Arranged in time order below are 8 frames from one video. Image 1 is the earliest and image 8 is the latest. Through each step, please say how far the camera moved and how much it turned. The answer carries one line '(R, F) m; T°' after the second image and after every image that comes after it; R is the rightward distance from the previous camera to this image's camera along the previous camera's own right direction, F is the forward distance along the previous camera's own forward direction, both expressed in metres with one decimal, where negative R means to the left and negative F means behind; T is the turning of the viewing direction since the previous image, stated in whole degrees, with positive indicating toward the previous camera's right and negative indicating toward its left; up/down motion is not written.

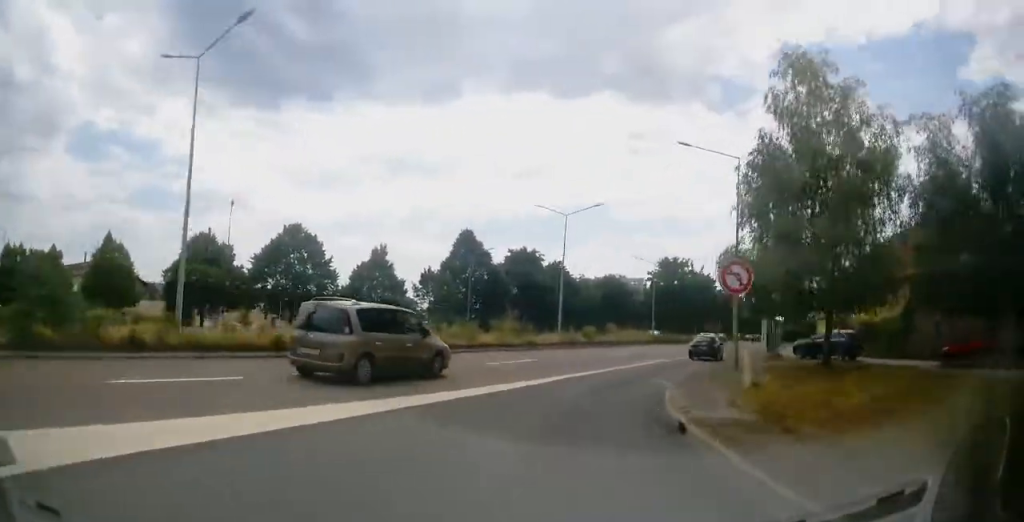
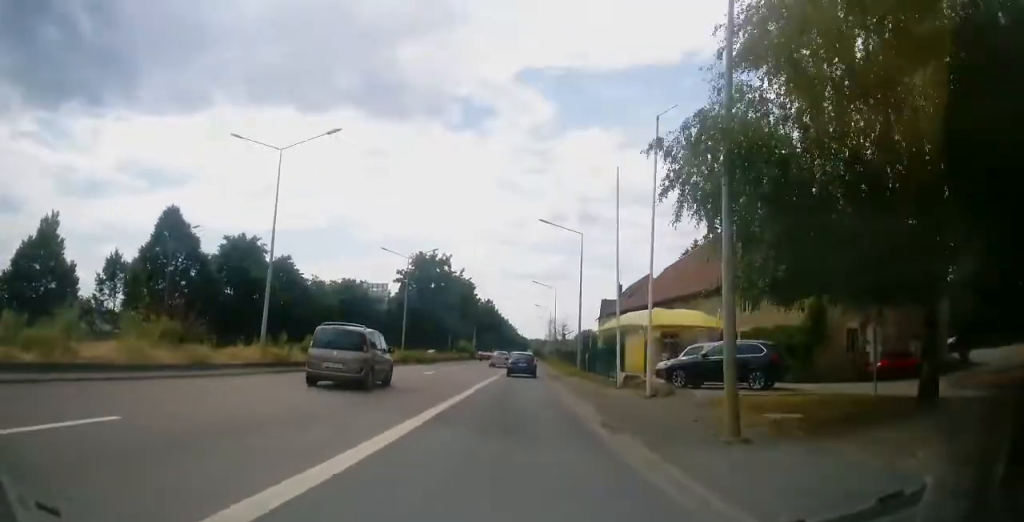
(+3.2, +15.4) m; +19°
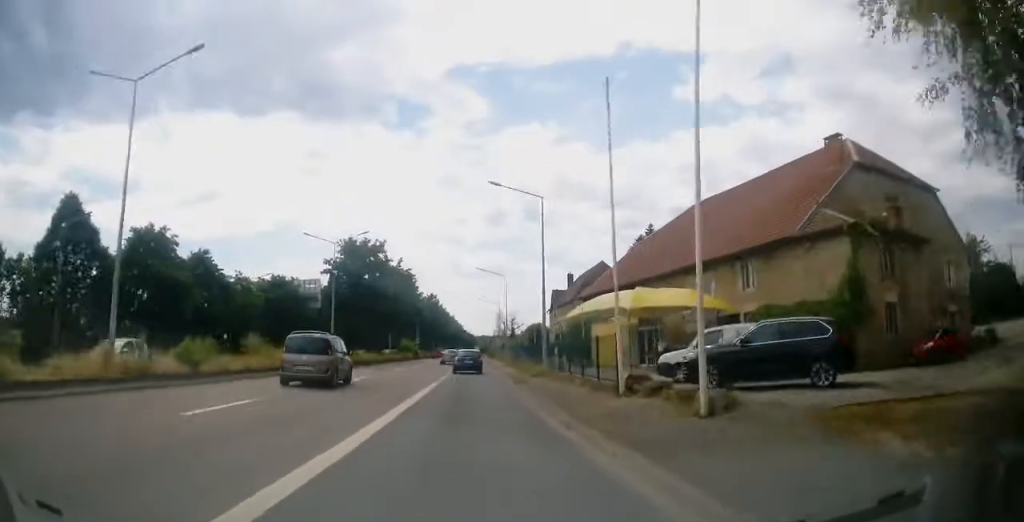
(+0.8, +7.2) m; +5°
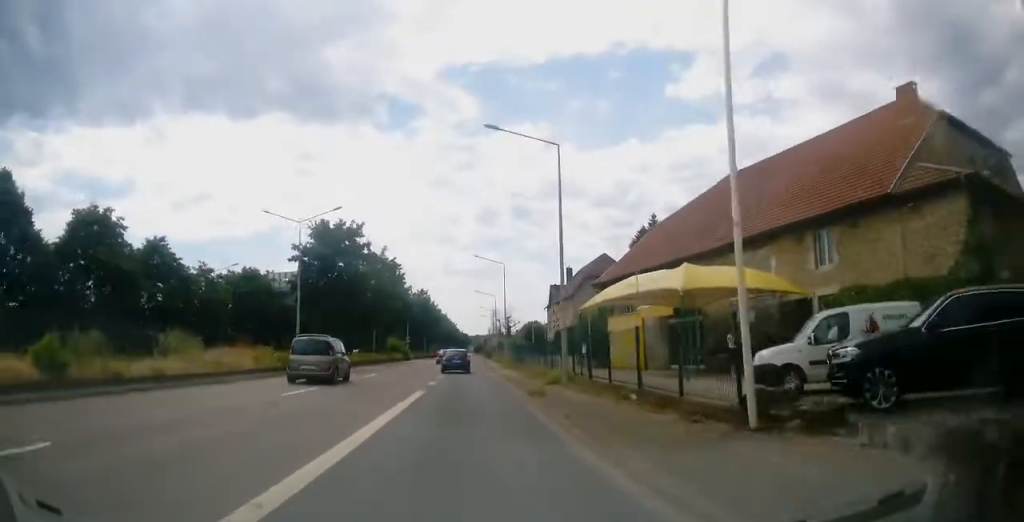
(0.0, +7.1) m; +1°
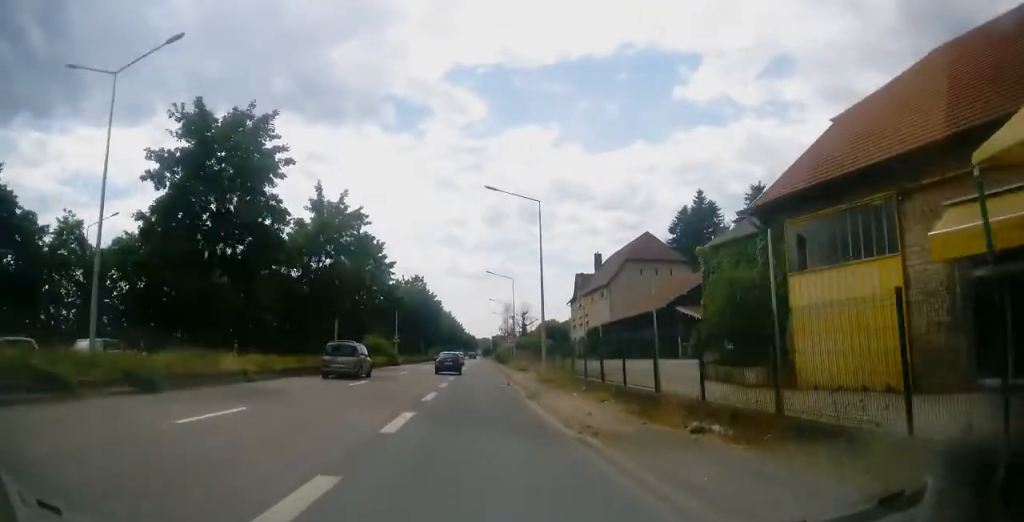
(+0.2, +21.3) m; +1°
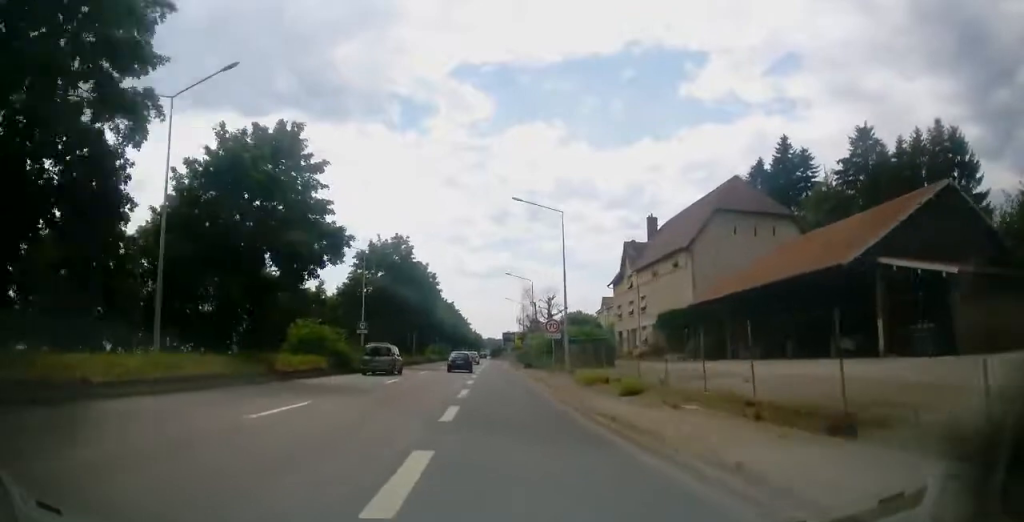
(+0.2, +26.1) m; 0°
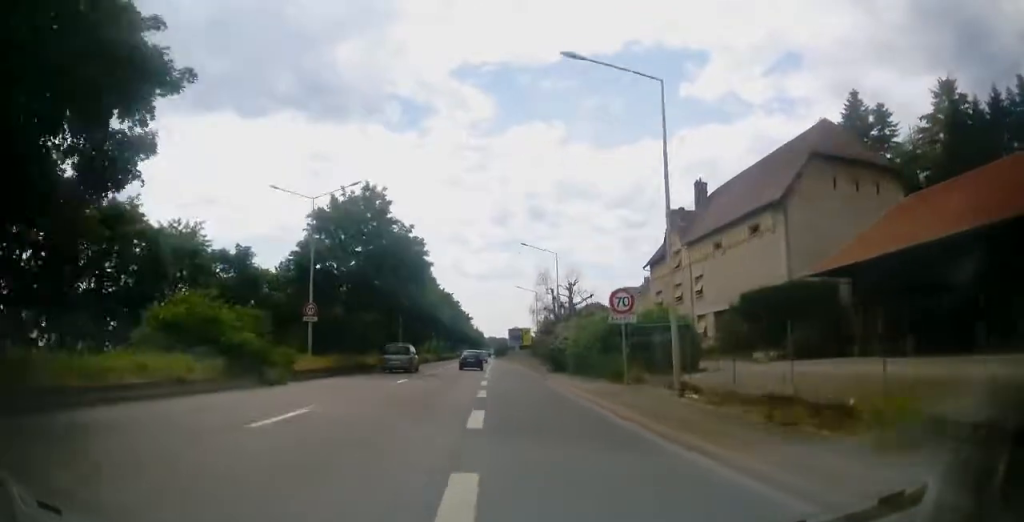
(-0.2, +14.9) m; -1°
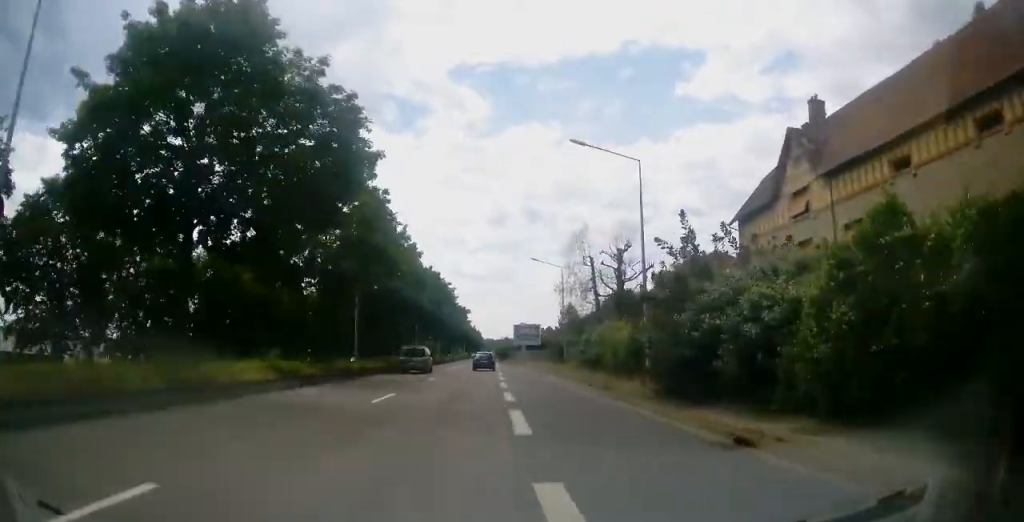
(+0.2, +21.4) m; +1°
